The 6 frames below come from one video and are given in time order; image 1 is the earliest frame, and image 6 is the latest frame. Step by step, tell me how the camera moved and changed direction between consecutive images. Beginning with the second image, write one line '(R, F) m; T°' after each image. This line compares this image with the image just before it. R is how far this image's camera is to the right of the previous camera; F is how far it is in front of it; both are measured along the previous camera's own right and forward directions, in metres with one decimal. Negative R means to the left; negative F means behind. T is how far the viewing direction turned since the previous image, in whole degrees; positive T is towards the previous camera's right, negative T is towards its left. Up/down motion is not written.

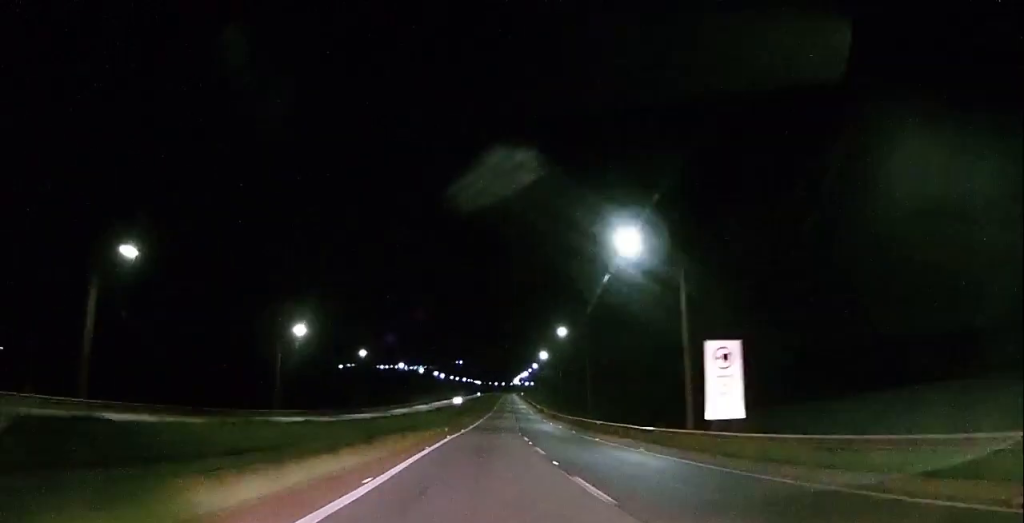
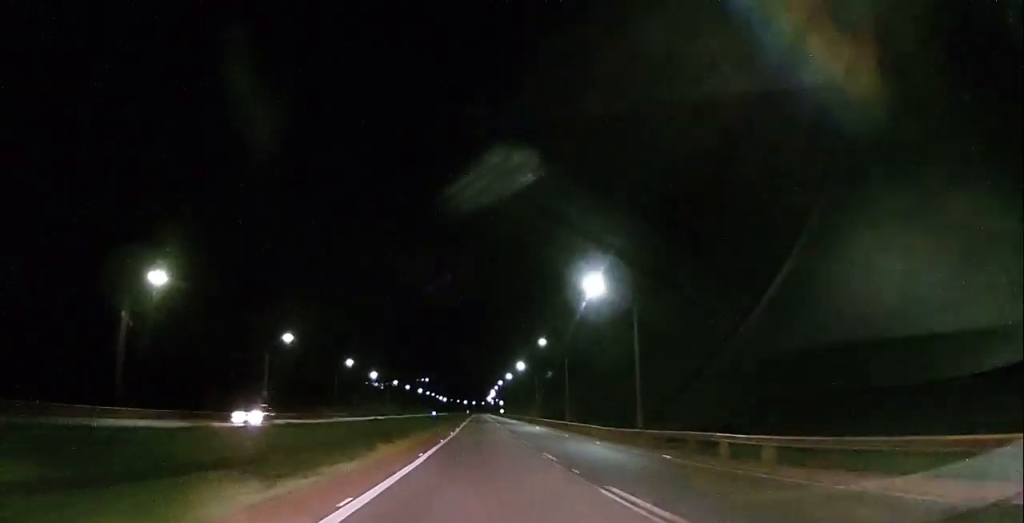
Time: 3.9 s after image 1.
(+4.0, +113.5) m; +4°
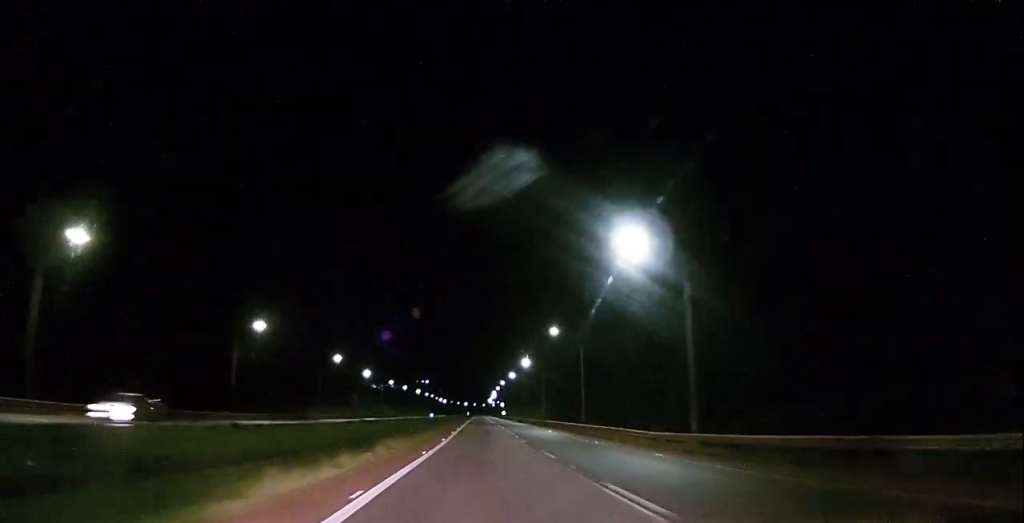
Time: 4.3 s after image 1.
(0.0, +11.7) m; 0°
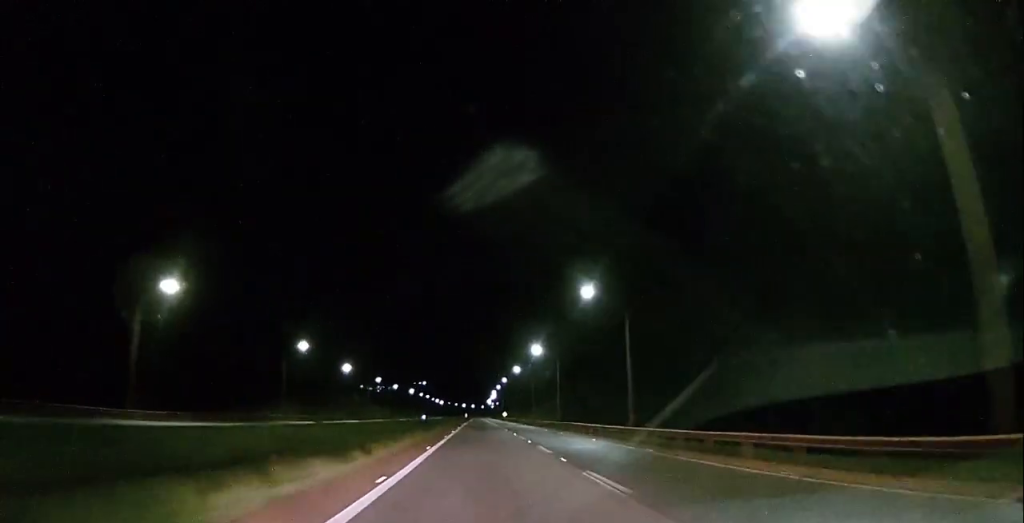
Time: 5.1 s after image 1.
(0.0, +22.5) m; 0°
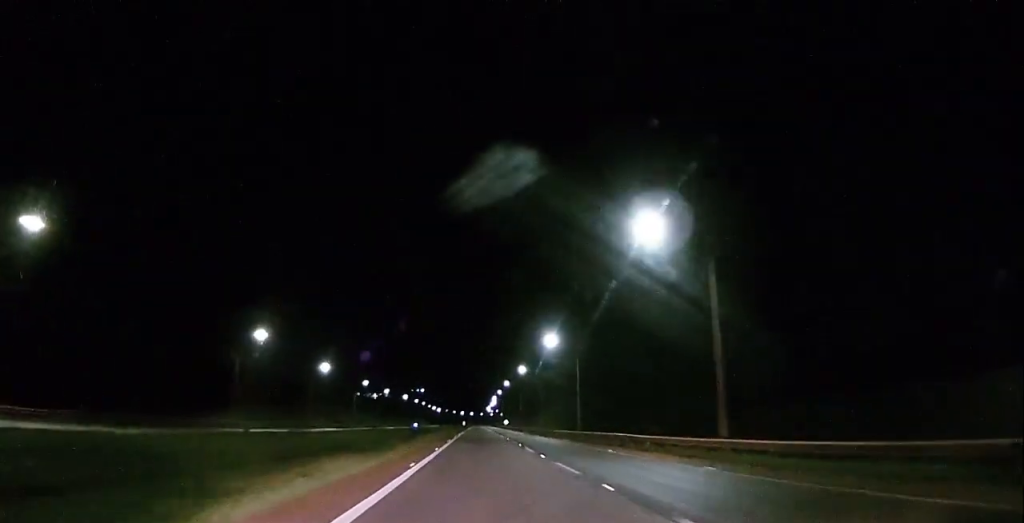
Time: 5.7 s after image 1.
(0.0, +18.7) m; 0°
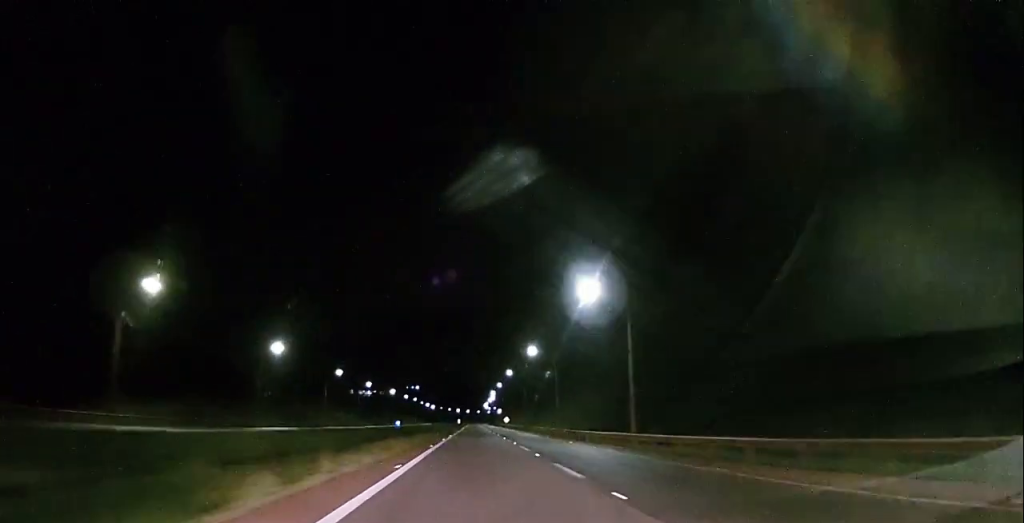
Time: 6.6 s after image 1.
(0.0, +26.5) m; 0°
